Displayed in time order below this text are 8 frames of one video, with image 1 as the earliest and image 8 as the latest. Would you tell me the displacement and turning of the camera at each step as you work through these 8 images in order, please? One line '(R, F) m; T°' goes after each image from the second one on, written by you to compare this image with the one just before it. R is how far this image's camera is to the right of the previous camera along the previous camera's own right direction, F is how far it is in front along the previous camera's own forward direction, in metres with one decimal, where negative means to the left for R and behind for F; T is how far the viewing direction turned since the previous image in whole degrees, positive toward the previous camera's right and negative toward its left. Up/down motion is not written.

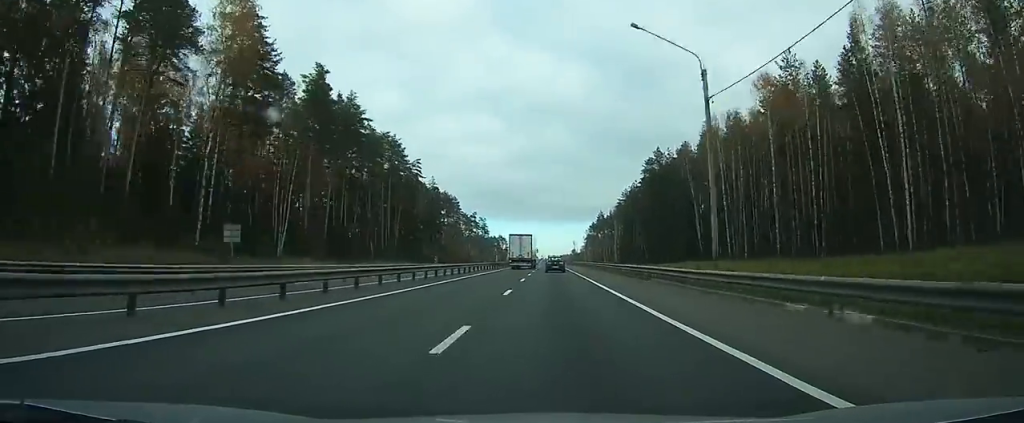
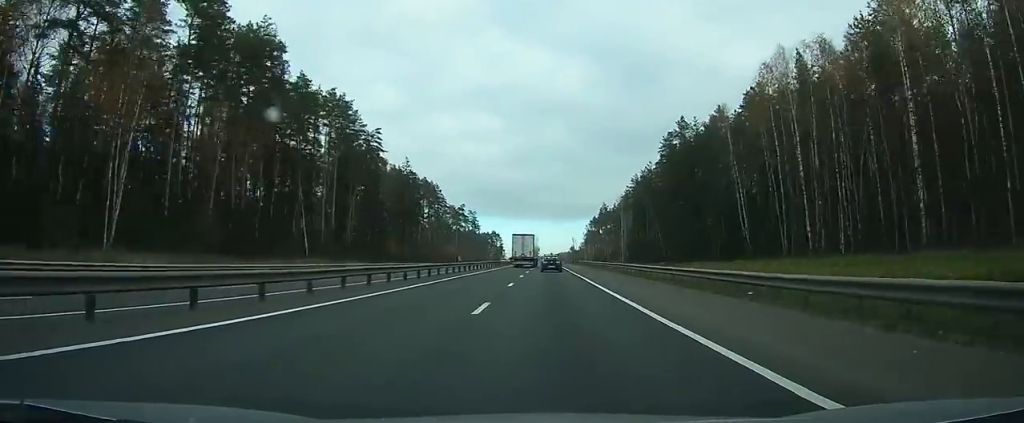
(+0.1, +31.0) m; 0°
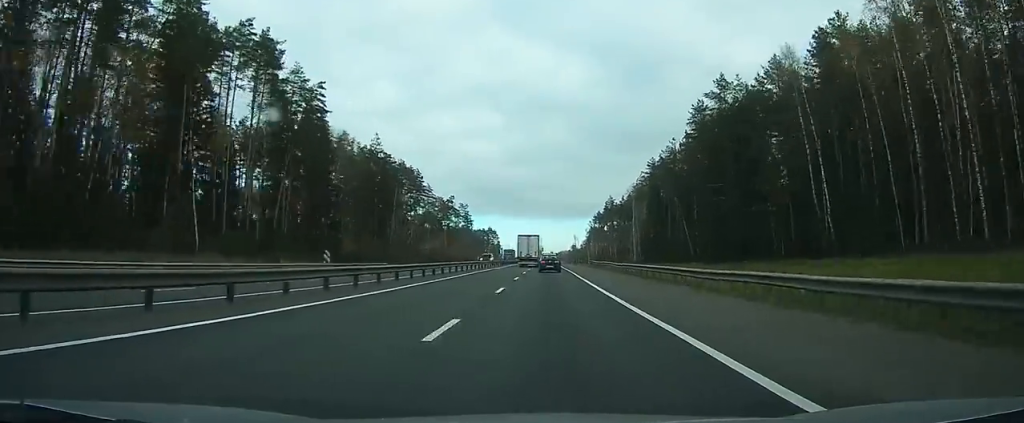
(+0.1, +29.2) m; 0°
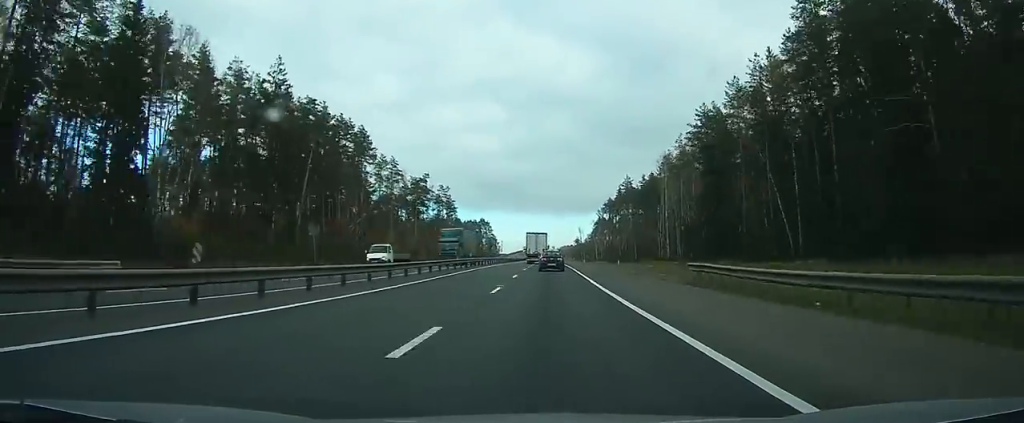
(0.0, +50.2) m; 0°
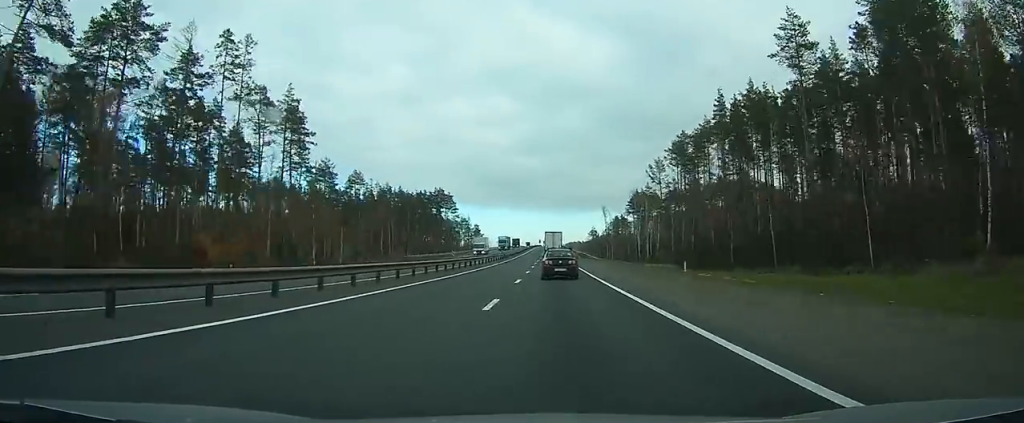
(+0.3, +133.5) m; 0°
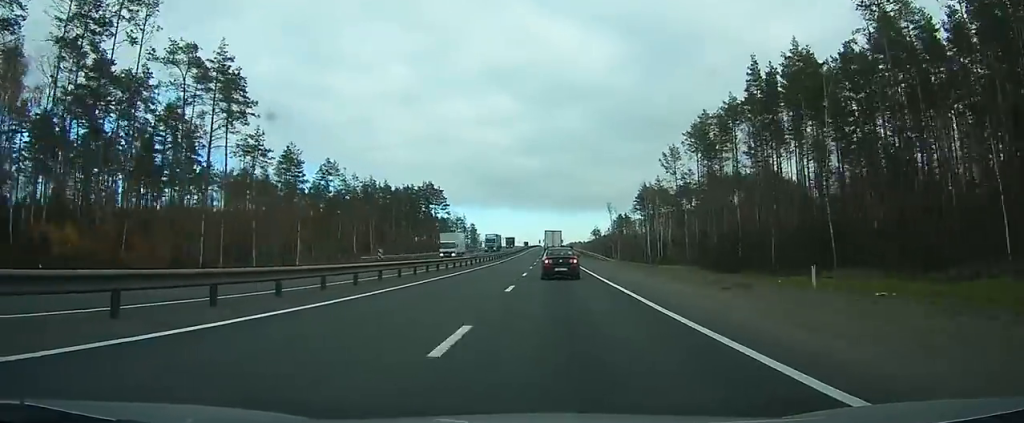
(-0.1, +18.3) m; 0°
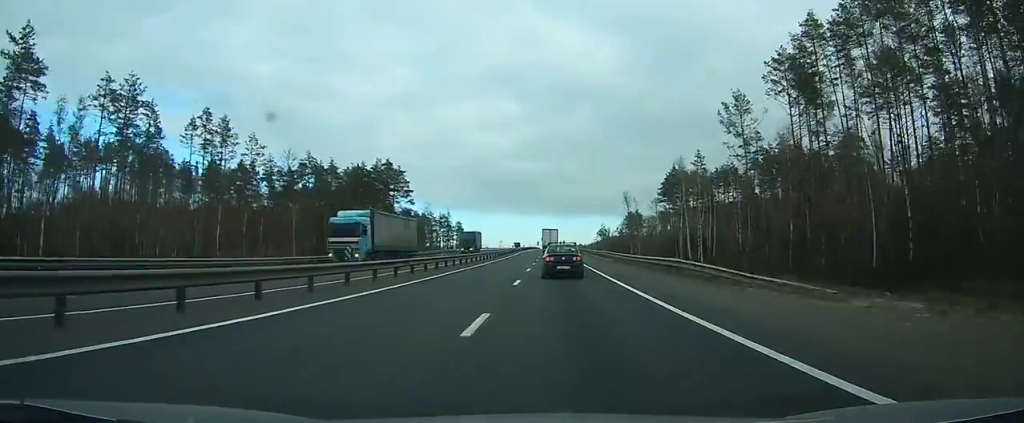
(-0.2, +47.9) m; 0°
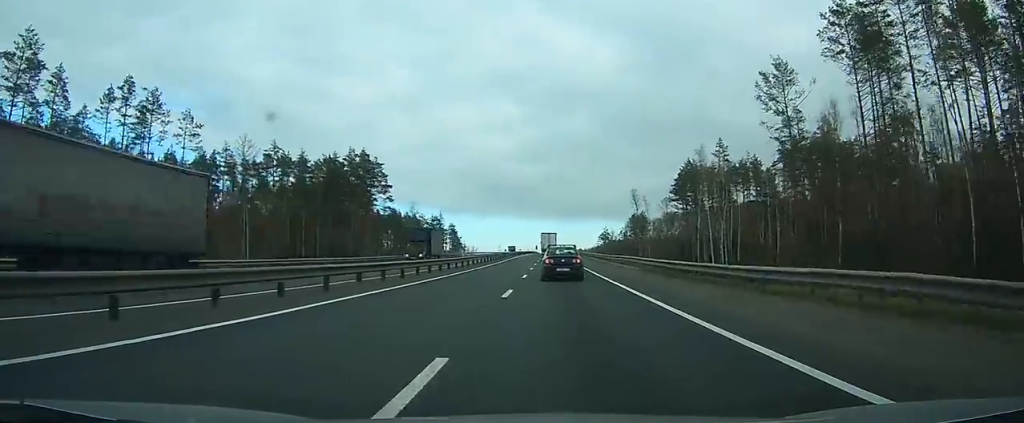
(-0.1, +17.7) m; 0°
